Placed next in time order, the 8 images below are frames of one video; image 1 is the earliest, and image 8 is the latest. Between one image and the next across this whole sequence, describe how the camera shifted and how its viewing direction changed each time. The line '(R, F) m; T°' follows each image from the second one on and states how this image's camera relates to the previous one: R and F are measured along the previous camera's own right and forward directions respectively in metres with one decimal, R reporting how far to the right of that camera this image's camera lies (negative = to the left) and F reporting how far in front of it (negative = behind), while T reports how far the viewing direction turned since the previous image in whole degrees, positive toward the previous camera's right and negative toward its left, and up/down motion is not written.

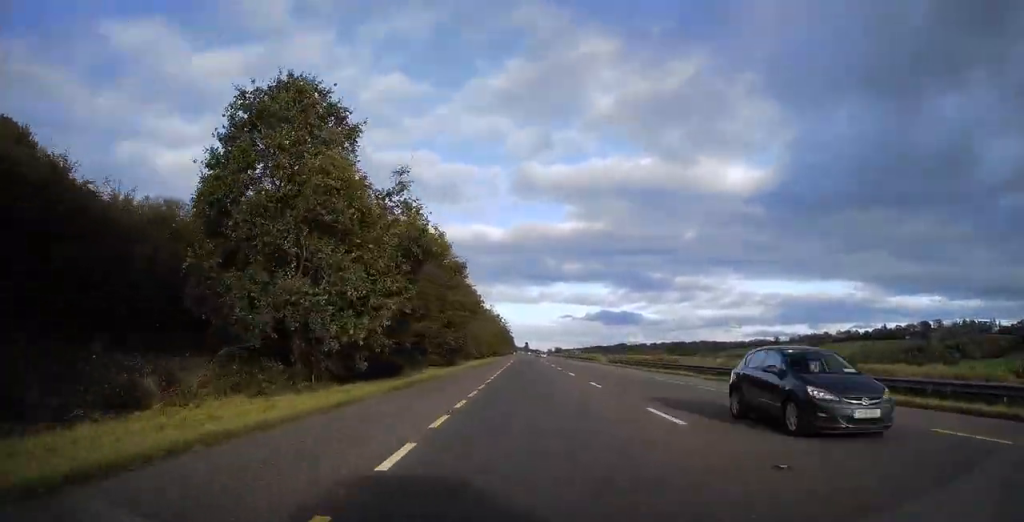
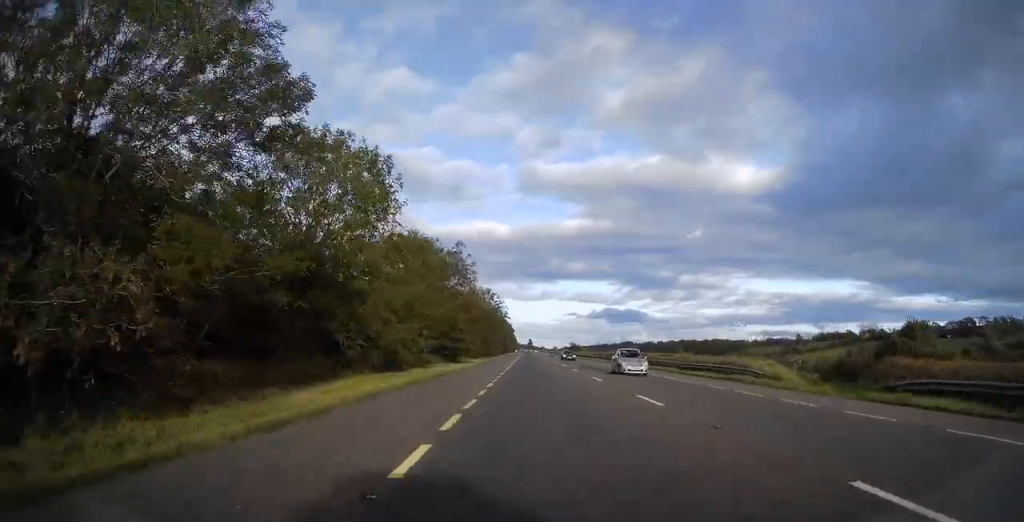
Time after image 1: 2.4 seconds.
(-0.2, +70.3) m; -1°
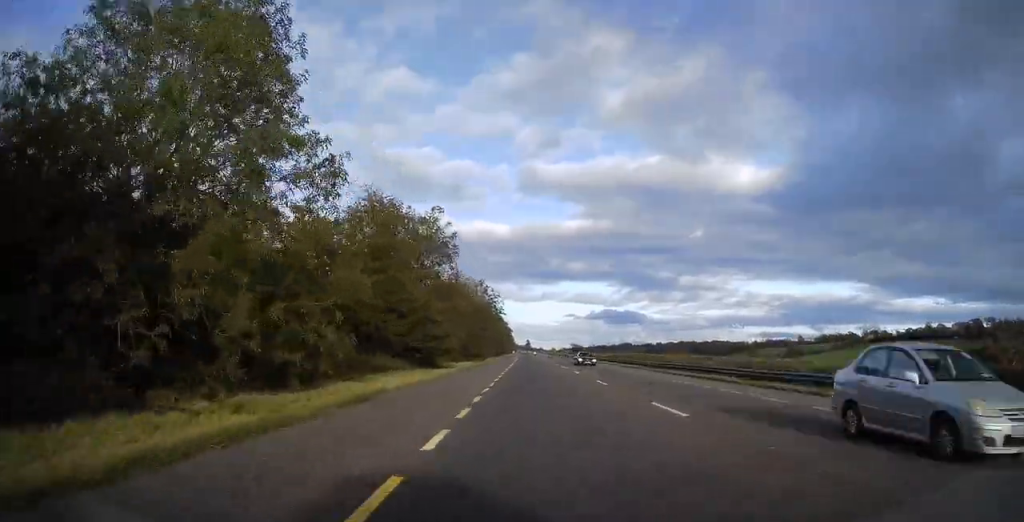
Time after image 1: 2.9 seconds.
(0.0, +14.3) m; 0°
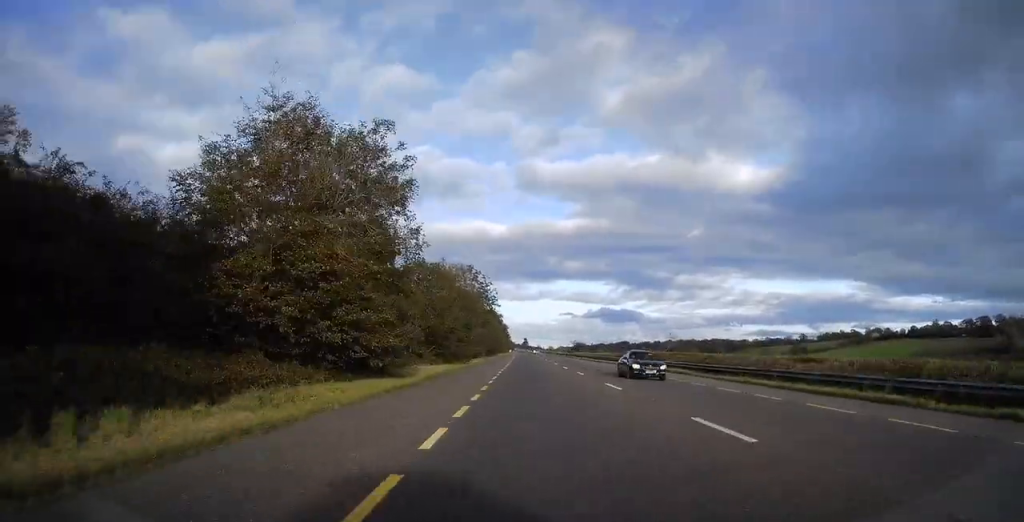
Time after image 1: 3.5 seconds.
(-0.1, +16.2) m; 0°
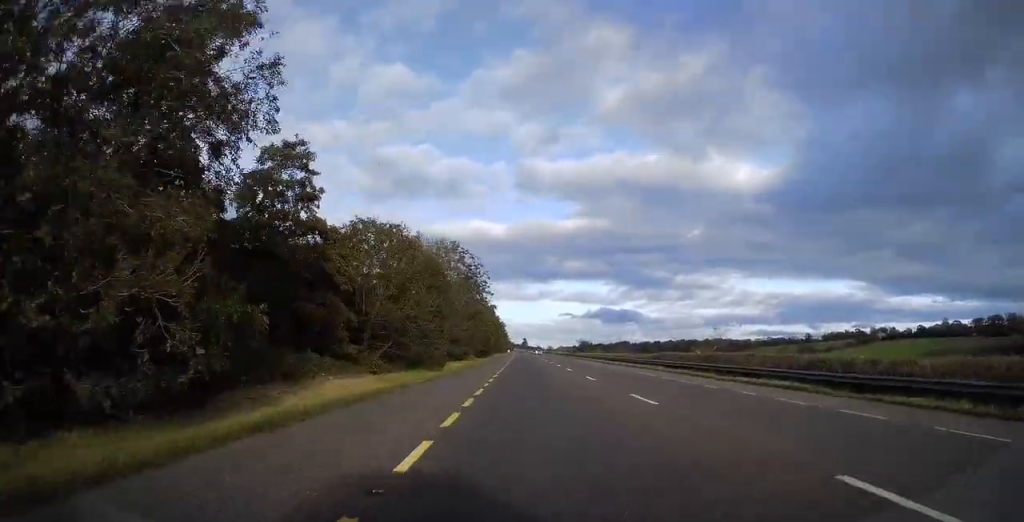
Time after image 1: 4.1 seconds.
(+0.3, +18.0) m; 0°
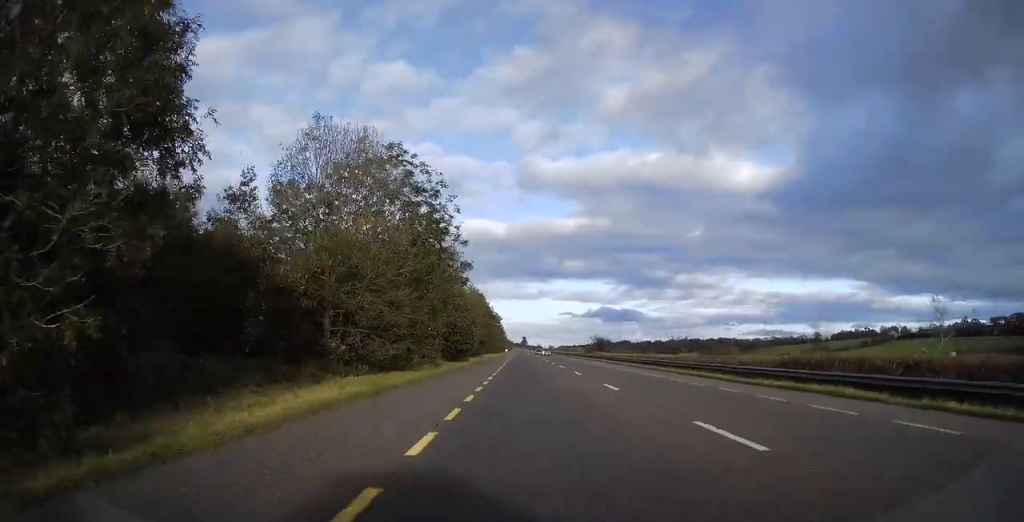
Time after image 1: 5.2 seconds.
(-0.2, +31.2) m; 0°
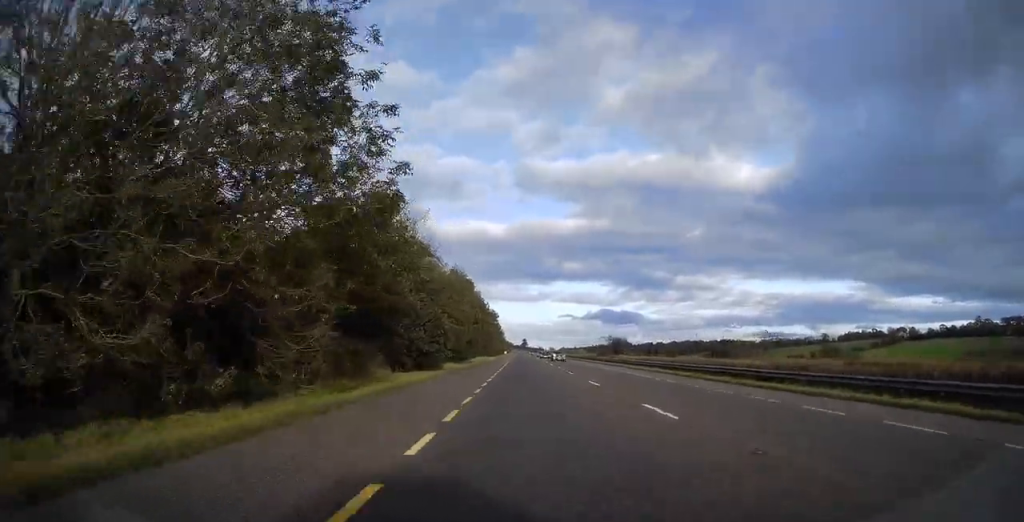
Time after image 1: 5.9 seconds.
(+0.1, +19.8) m; 0°
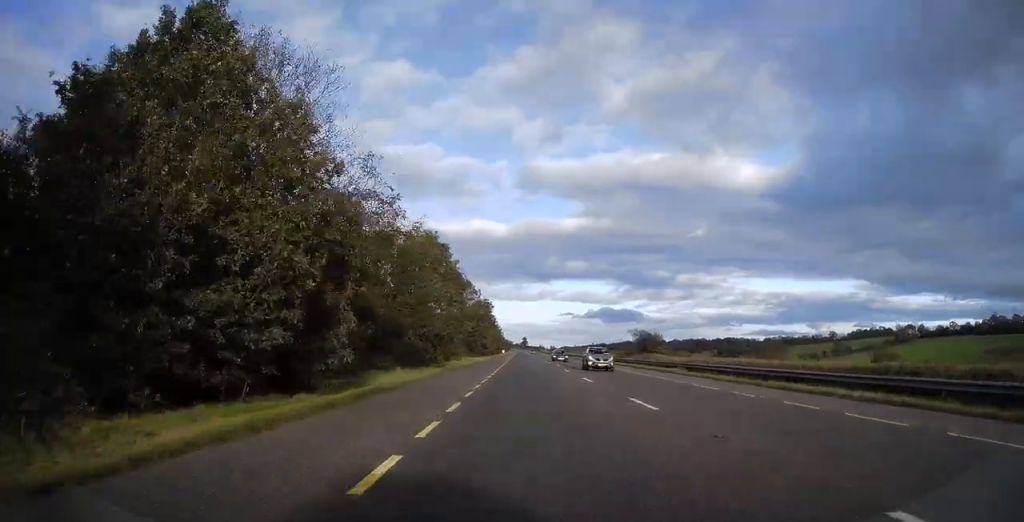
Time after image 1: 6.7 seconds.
(+0.2, +22.6) m; 0°
